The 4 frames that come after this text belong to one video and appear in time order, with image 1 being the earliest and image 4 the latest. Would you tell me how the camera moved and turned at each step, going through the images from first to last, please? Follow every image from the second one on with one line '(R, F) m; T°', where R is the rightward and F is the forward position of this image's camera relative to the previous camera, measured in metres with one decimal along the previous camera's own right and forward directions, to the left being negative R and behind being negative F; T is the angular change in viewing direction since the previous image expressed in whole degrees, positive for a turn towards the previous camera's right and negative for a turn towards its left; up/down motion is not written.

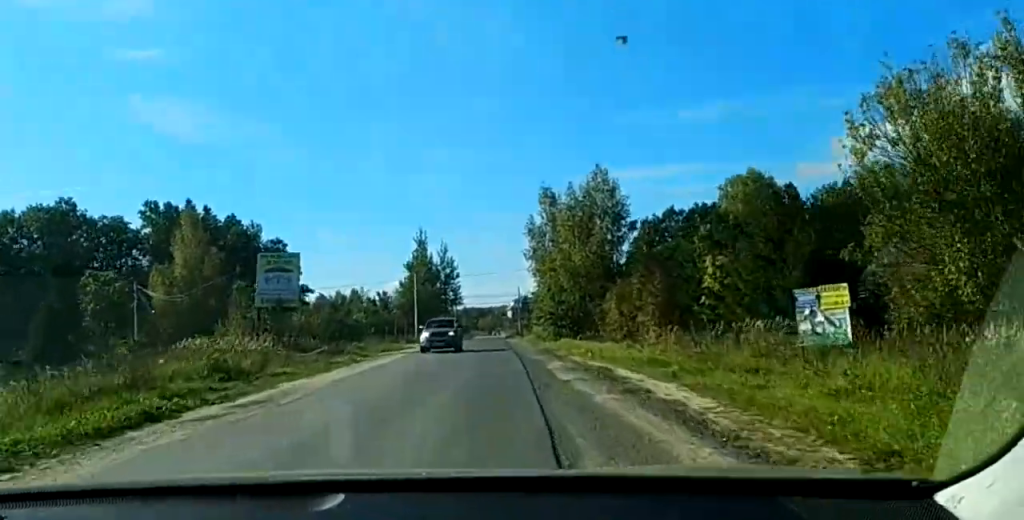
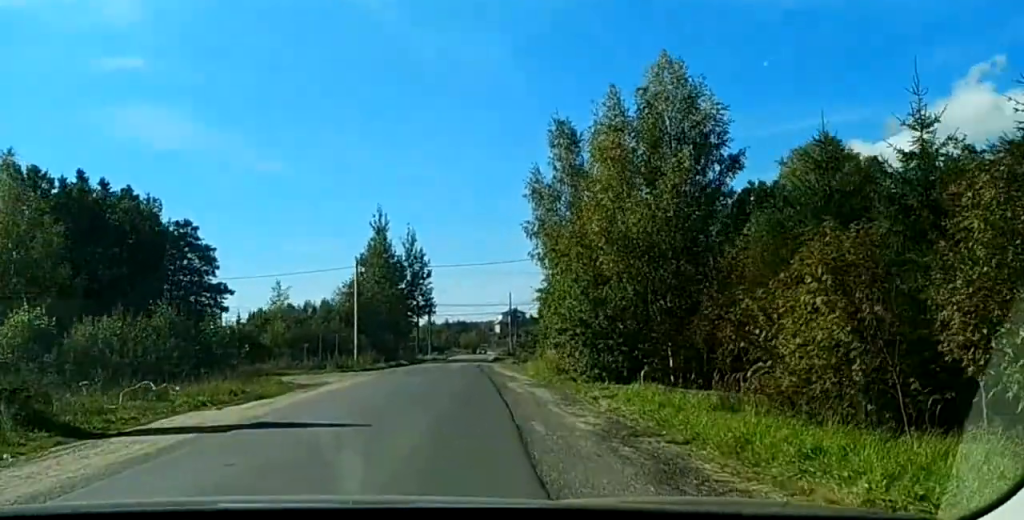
(+0.4, +35.3) m; +2°
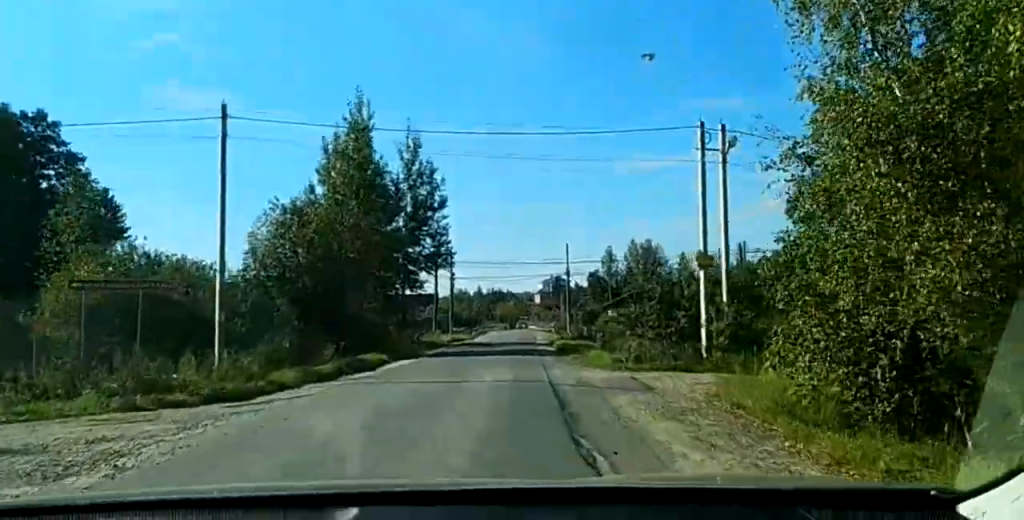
(-1.0, +40.3) m; -5°
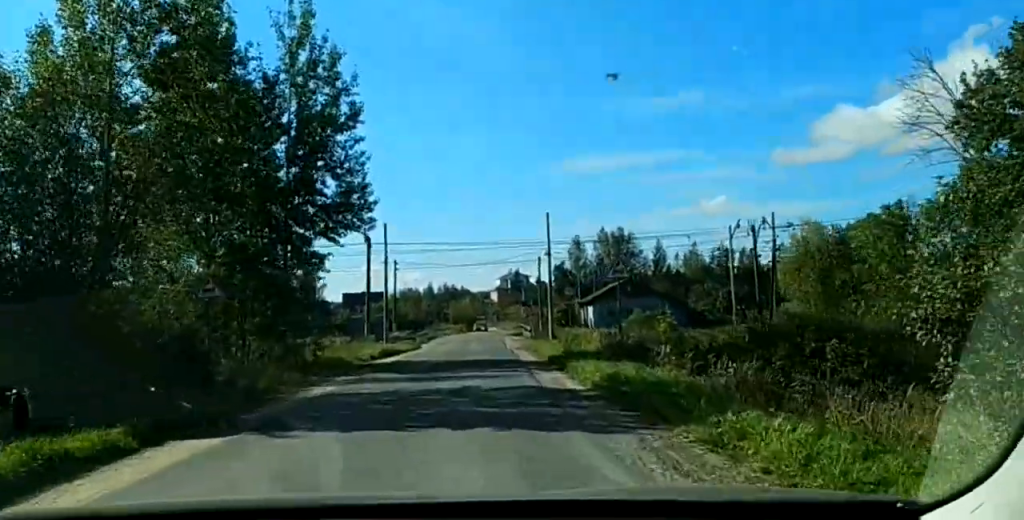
(-0.1, +27.5) m; +1°
